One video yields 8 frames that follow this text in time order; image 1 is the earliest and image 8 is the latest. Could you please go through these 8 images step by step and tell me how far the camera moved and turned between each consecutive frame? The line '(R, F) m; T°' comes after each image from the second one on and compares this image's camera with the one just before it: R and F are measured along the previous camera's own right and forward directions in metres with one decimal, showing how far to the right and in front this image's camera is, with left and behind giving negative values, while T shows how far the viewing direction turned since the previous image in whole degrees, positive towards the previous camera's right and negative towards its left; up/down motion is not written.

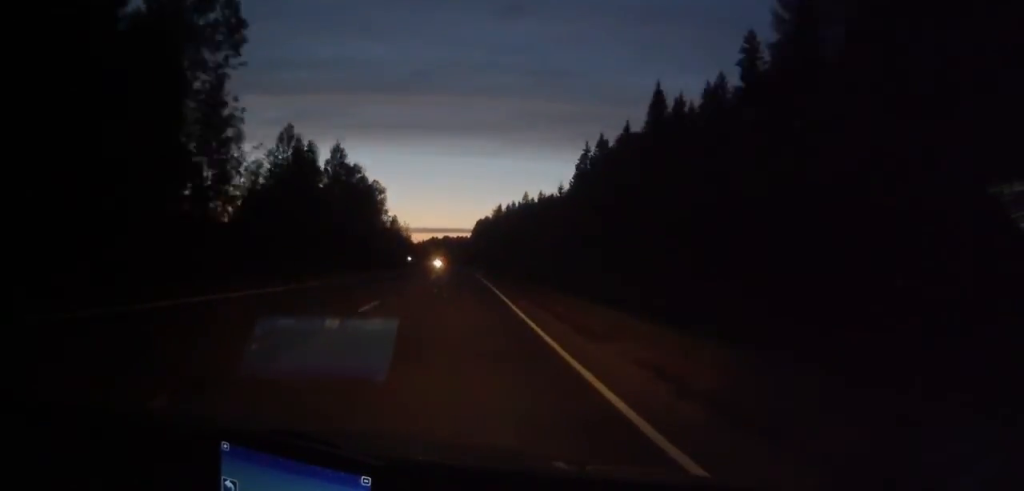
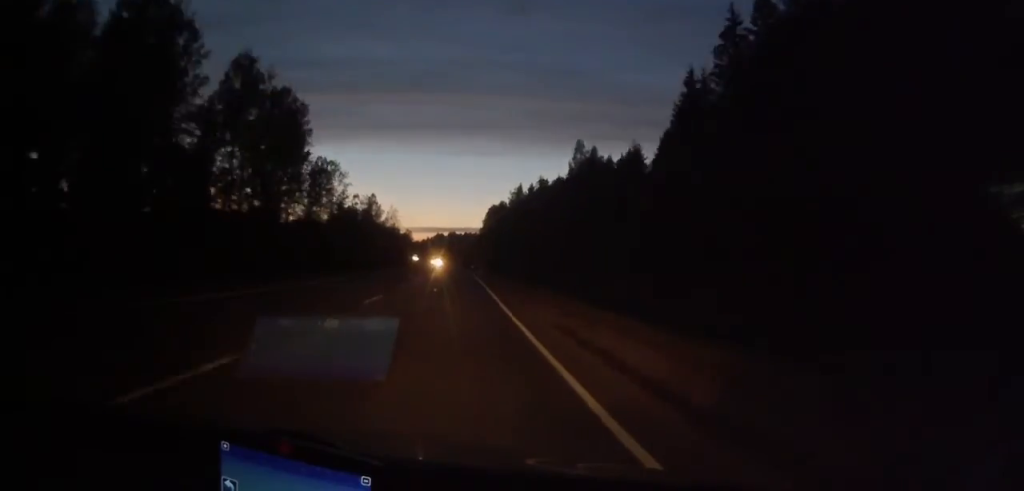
(0.0, +70.0) m; -1°
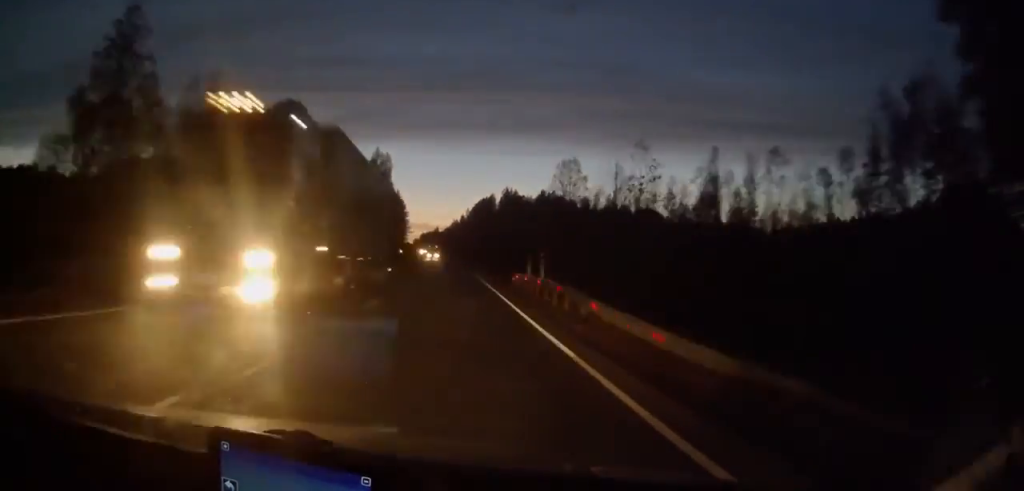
(-11.0, +300.2) m; -4°
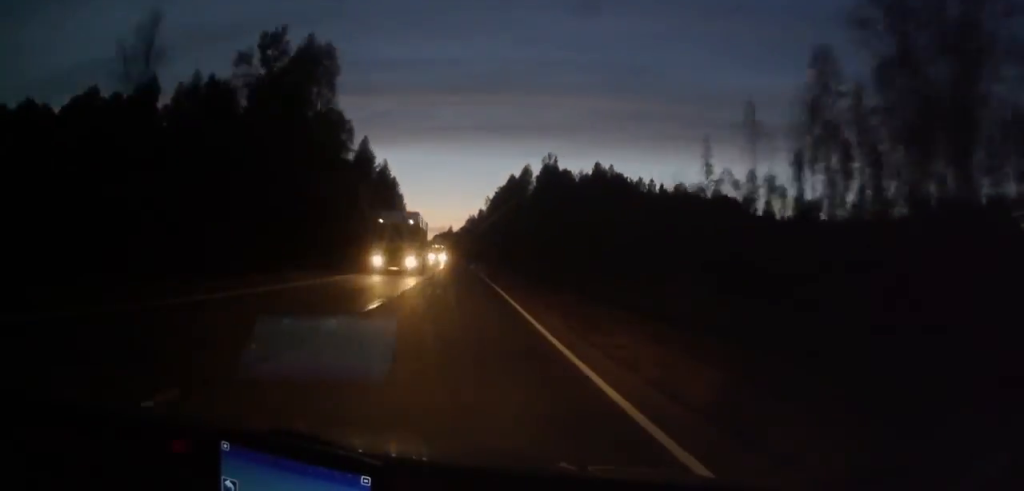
(-1.1, +70.9) m; -1°
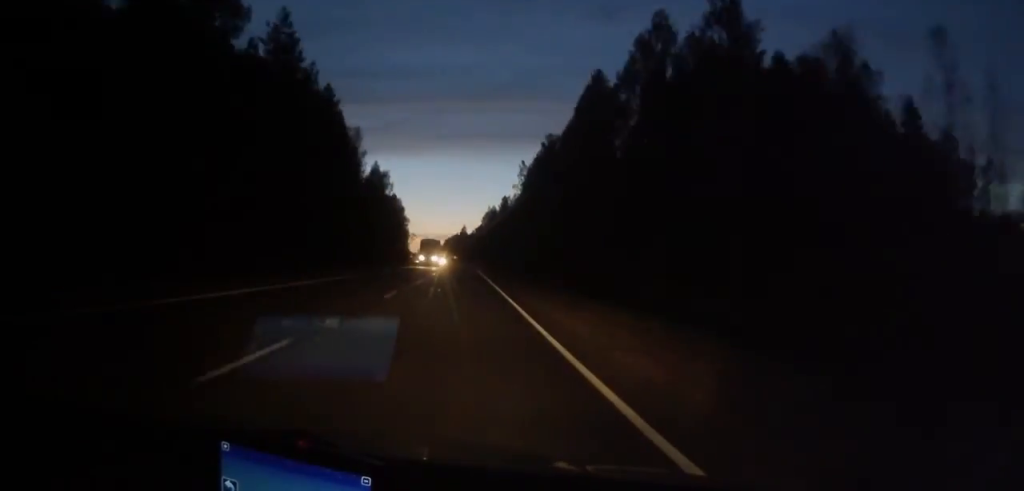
(-1.2, +91.1) m; -1°
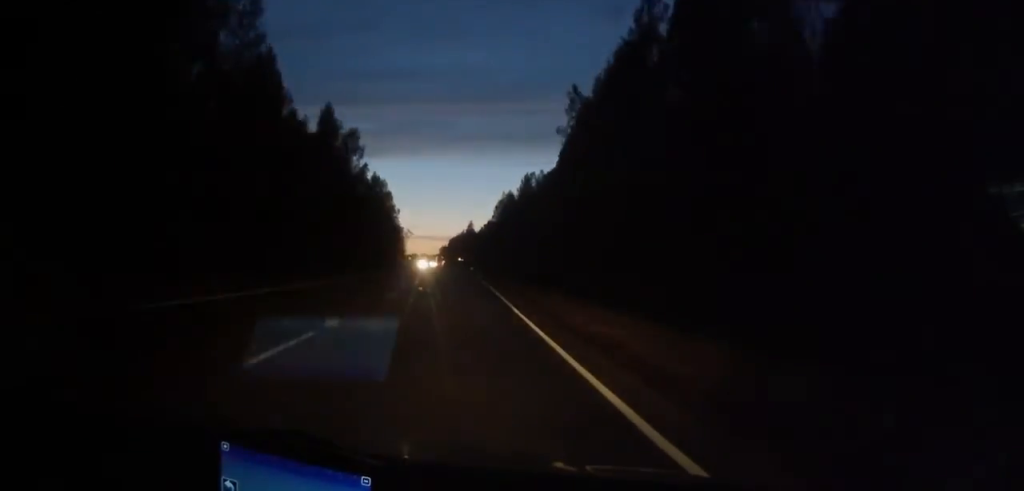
(+0.1, +58.8) m; -1°
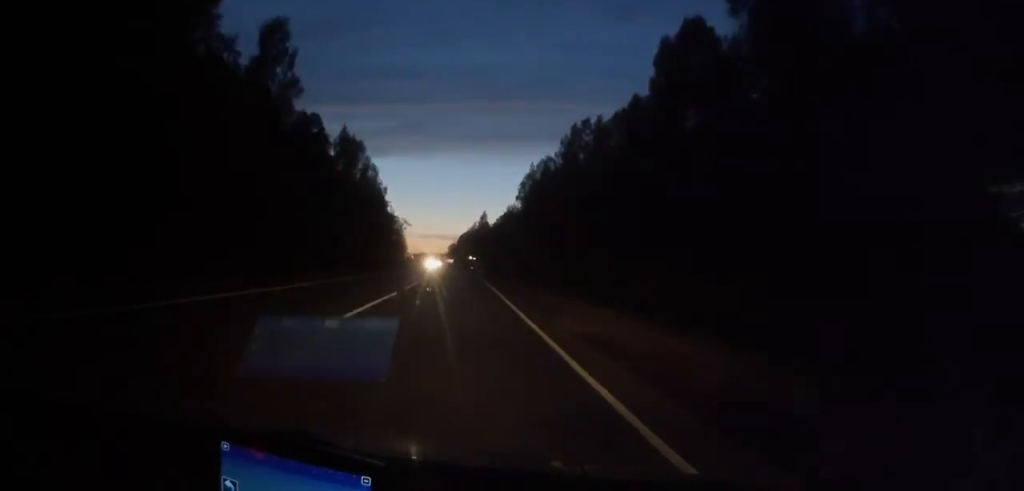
(-0.9, +54.1) m; -1°
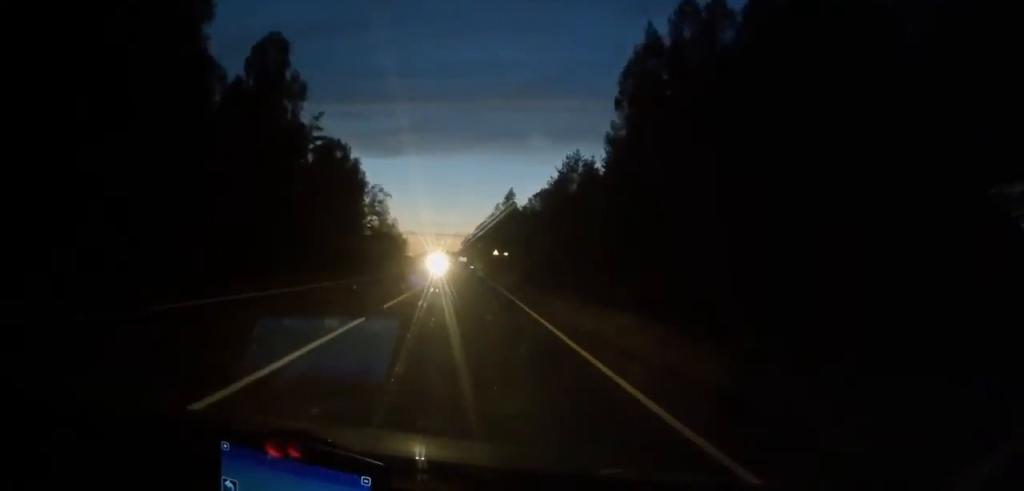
(-1.0, +80.2) m; -1°
